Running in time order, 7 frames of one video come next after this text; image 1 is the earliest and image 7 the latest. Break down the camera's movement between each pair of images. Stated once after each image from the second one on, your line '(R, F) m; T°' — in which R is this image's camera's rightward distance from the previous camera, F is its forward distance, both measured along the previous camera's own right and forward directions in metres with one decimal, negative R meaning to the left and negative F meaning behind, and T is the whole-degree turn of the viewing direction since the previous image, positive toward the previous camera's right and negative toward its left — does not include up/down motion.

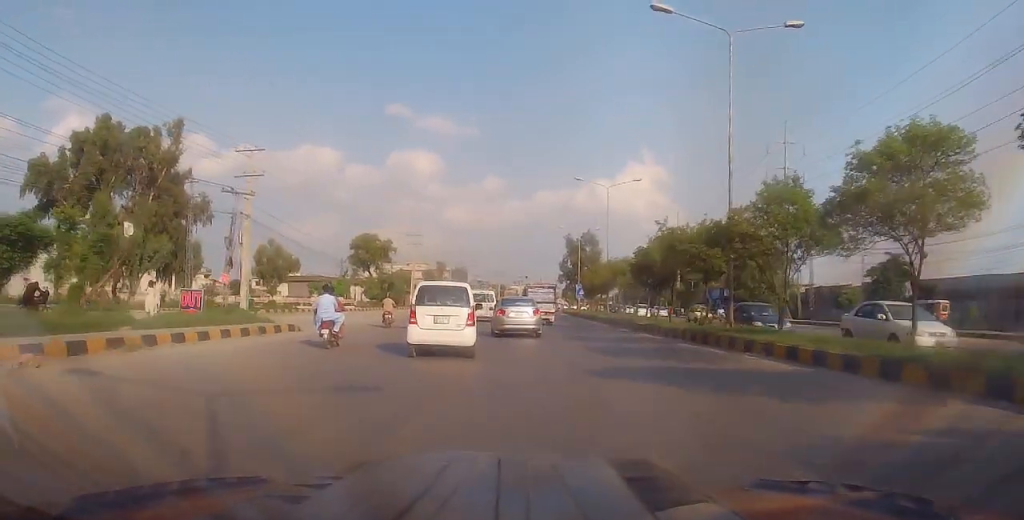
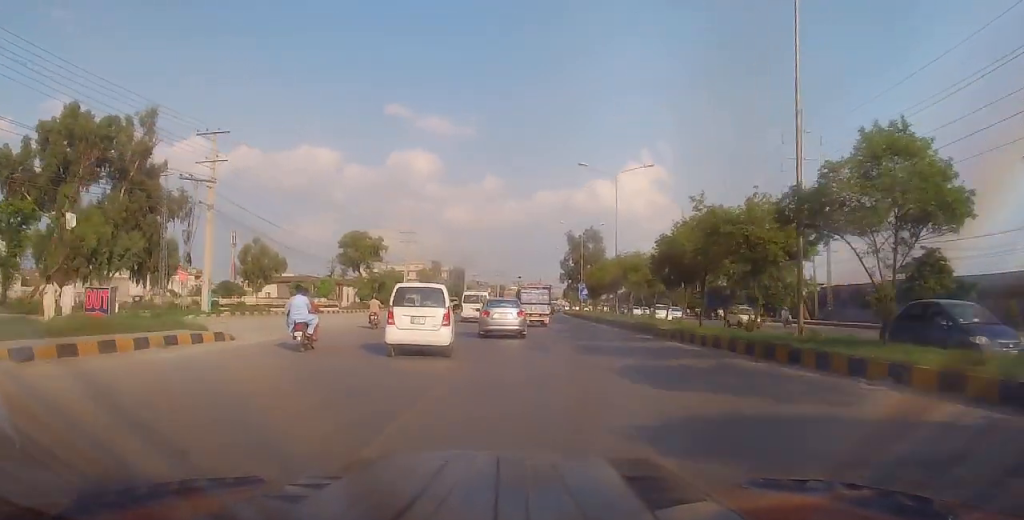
(+0.1, +5.4) m; 0°
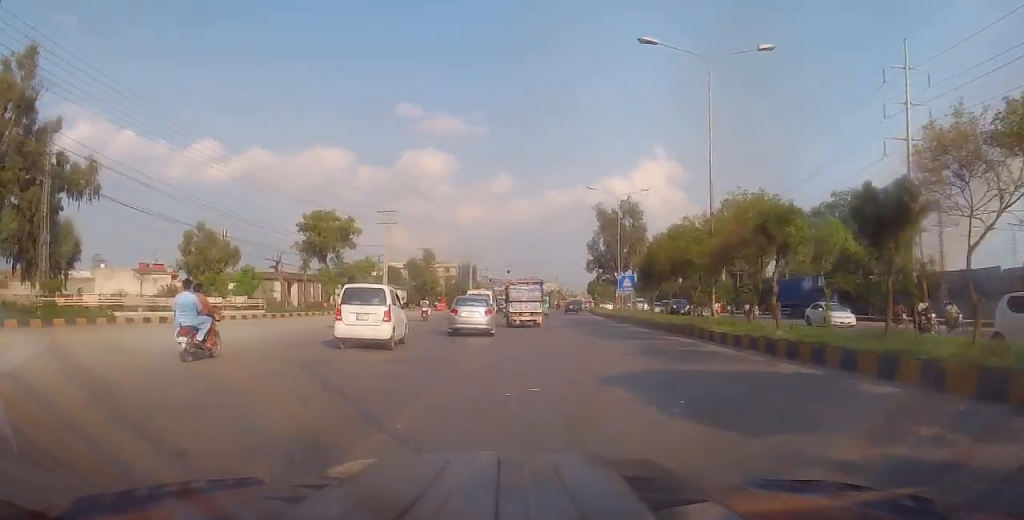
(-0.7, +20.6) m; -2°
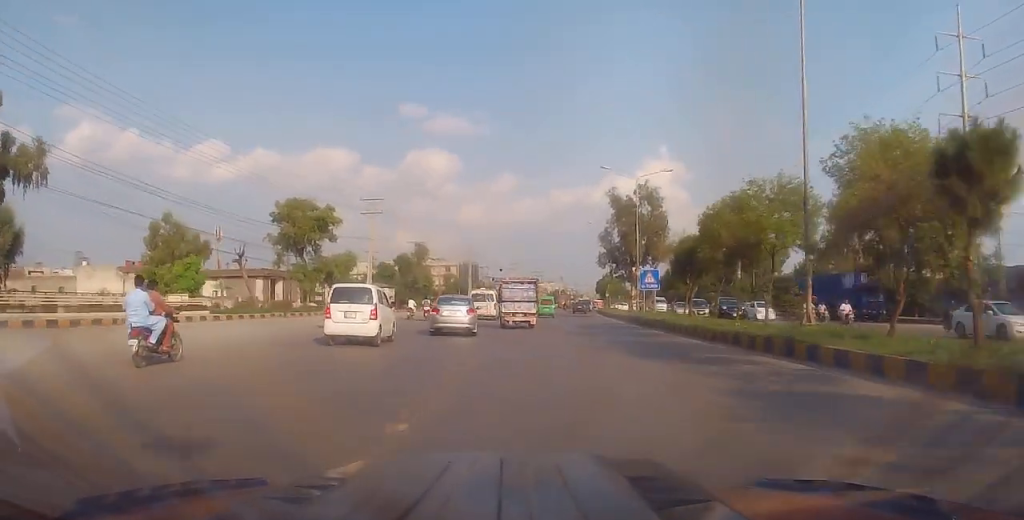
(+0.1, +8.1) m; -1°
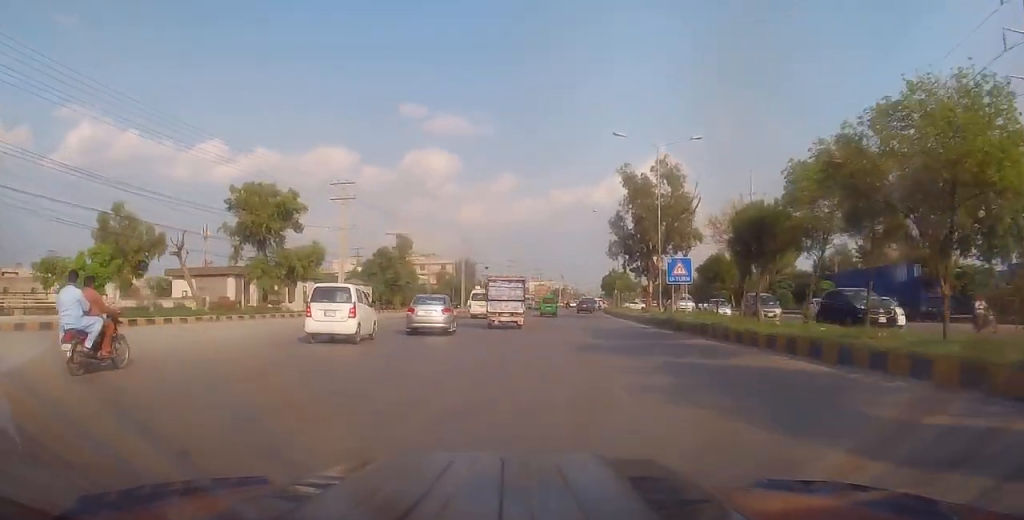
(-0.1, +8.8) m; -1°
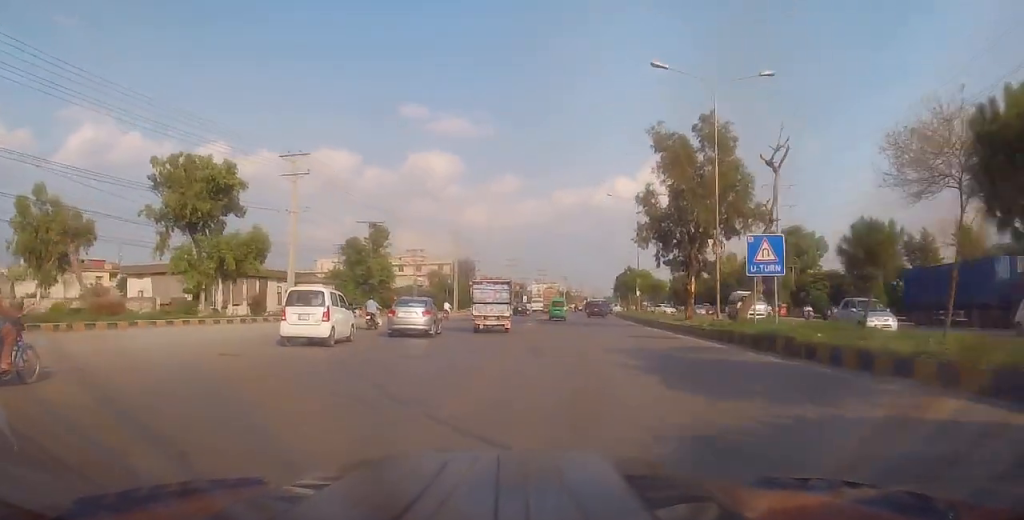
(-0.1, +11.5) m; 0°
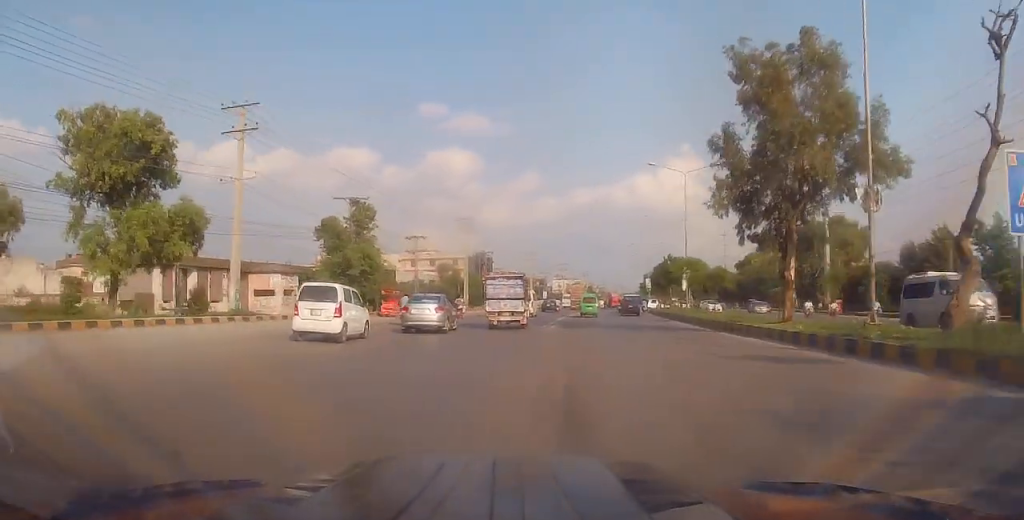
(+0.1, +10.8) m; 0°
